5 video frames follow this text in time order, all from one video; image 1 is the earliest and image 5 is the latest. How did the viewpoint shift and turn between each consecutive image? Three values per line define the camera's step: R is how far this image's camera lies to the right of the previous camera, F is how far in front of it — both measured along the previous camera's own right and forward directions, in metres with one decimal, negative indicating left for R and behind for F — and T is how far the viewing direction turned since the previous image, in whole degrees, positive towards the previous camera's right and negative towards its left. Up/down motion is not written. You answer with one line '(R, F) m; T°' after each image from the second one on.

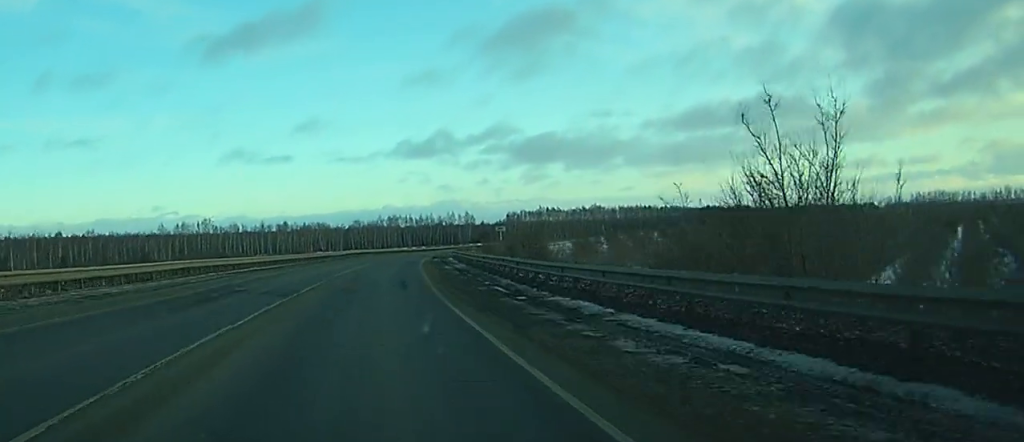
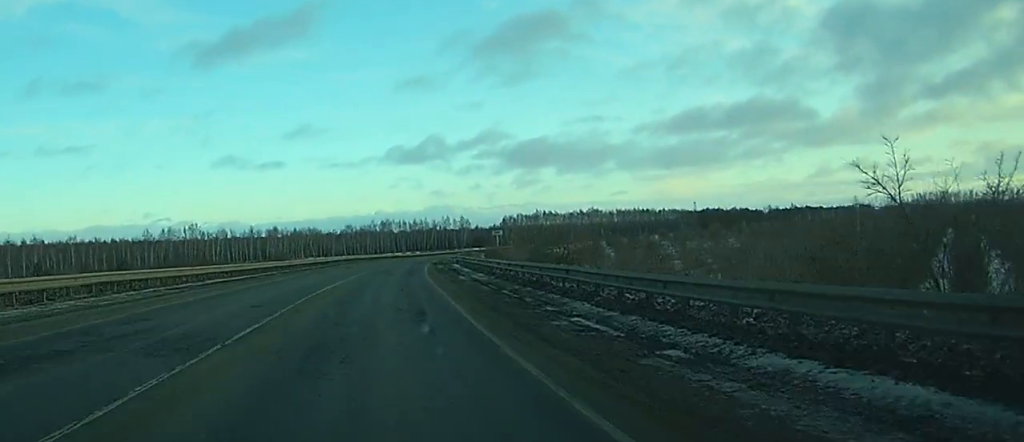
(+0.1, +11.4) m; +1°
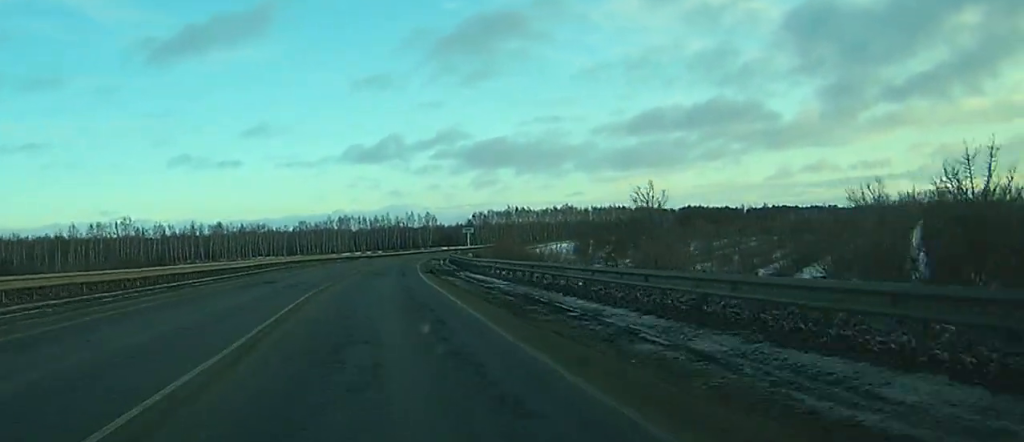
(+0.7, +37.9) m; +2°
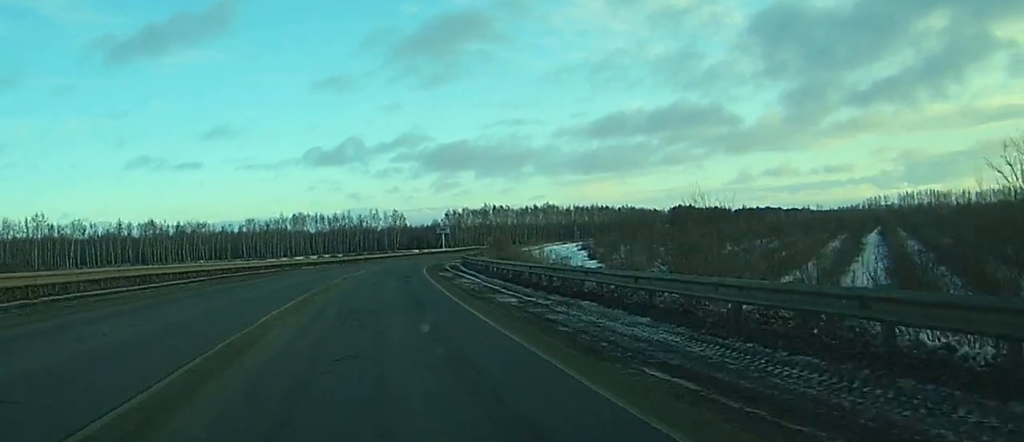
(+1.3, +47.2) m; +3°
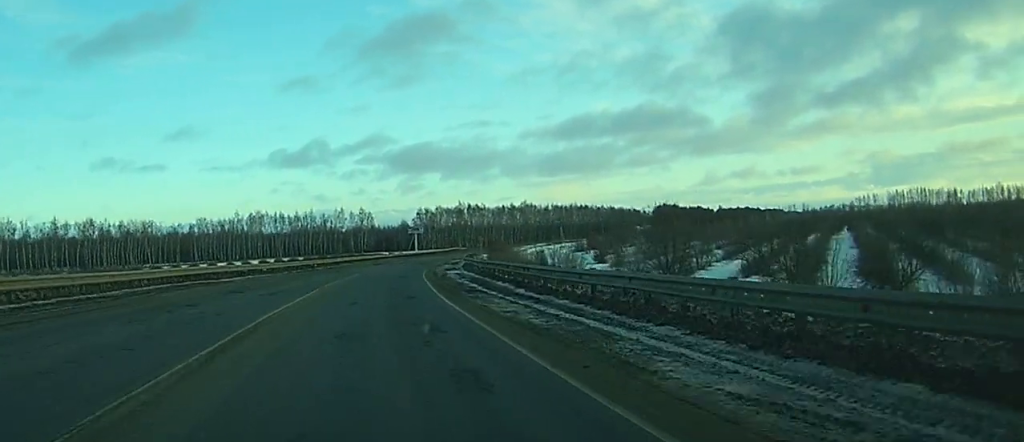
(+0.4, +28.7) m; +2°
